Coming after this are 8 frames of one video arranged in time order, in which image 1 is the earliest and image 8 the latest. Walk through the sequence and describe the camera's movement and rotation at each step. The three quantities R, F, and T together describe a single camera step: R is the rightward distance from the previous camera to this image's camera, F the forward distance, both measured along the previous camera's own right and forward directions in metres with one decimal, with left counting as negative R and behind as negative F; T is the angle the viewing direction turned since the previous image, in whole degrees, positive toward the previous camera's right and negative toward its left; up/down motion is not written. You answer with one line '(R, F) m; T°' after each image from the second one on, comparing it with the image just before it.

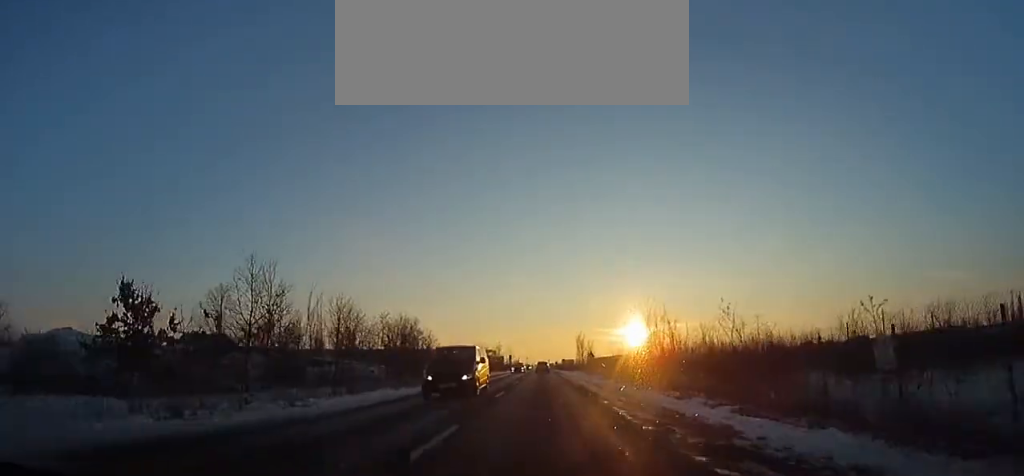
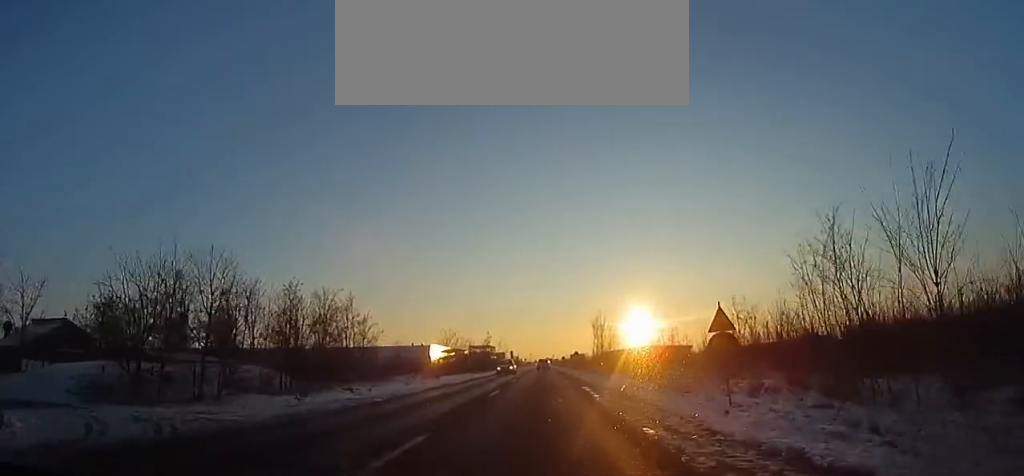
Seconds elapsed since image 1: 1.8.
(0.0, +34.1) m; -1°
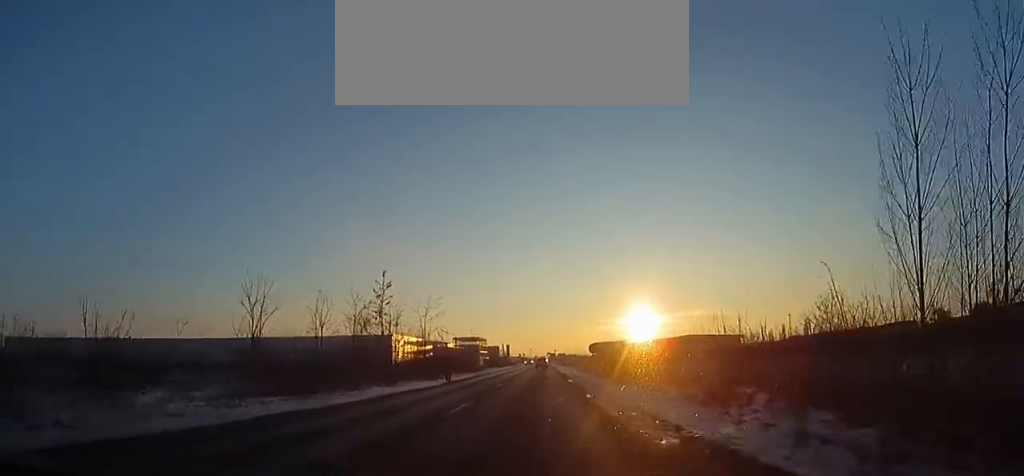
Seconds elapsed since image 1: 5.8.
(-1.4, +72.0) m; -1°
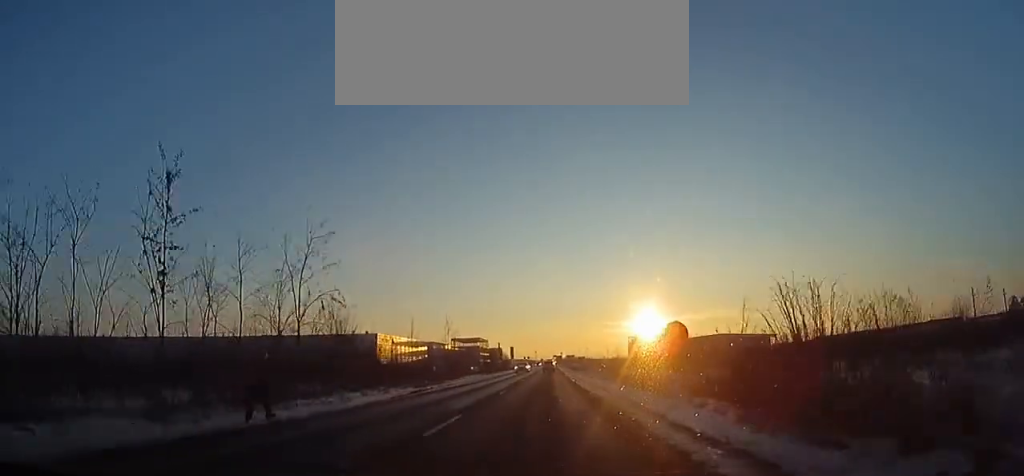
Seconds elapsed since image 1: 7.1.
(0.0, +24.6) m; +1°
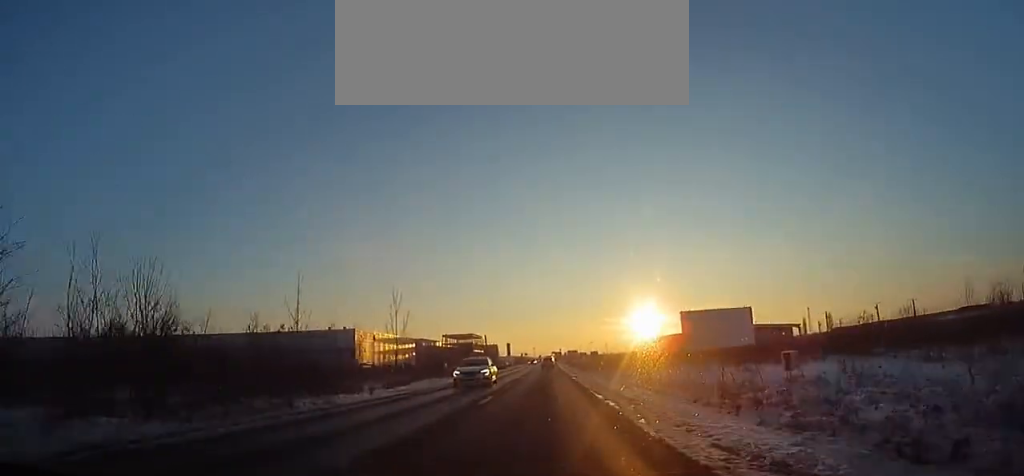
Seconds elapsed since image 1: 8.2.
(+0.2, +19.1) m; 0°
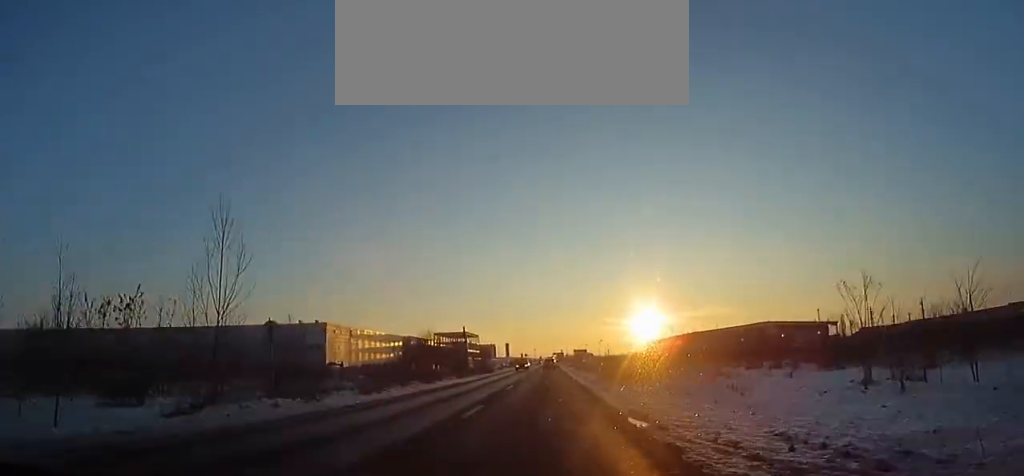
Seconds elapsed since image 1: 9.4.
(+0.6, +22.0) m; 0°
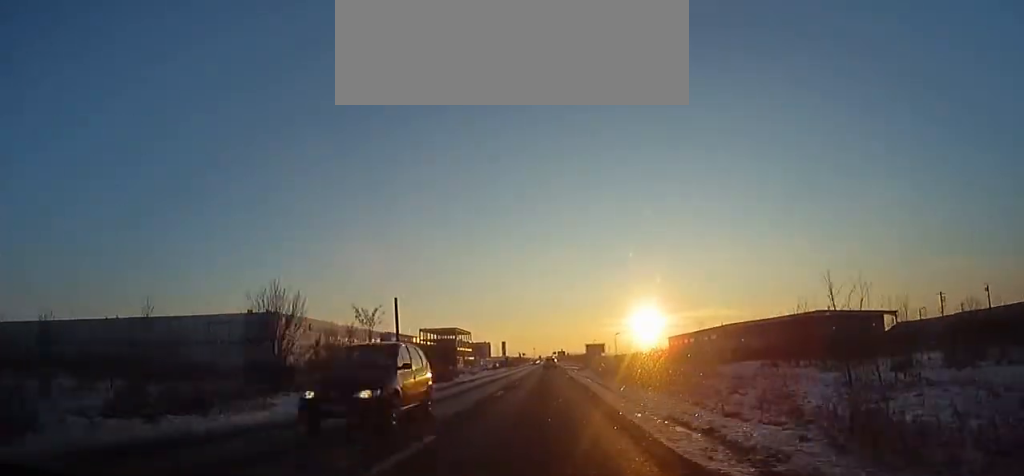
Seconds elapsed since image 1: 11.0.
(-0.6, +27.3) m; -1°
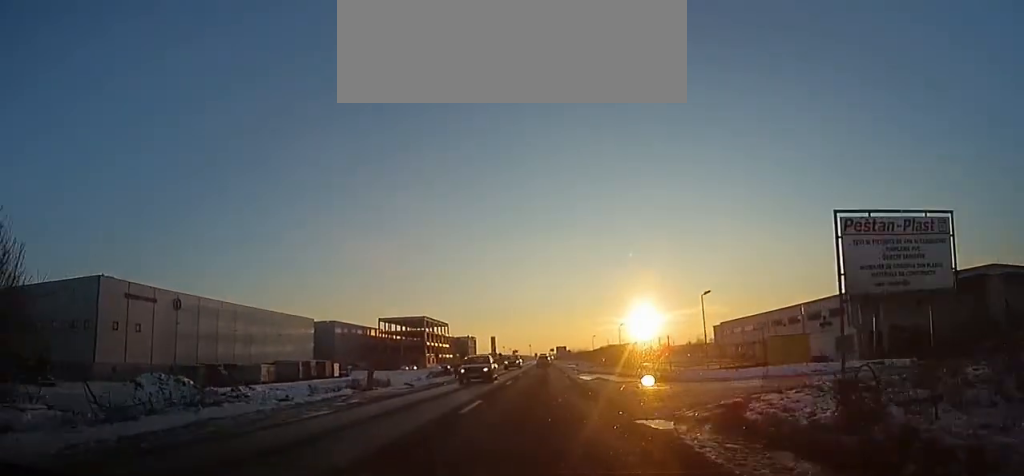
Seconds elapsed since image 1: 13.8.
(-0.4, +50.6) m; 0°
